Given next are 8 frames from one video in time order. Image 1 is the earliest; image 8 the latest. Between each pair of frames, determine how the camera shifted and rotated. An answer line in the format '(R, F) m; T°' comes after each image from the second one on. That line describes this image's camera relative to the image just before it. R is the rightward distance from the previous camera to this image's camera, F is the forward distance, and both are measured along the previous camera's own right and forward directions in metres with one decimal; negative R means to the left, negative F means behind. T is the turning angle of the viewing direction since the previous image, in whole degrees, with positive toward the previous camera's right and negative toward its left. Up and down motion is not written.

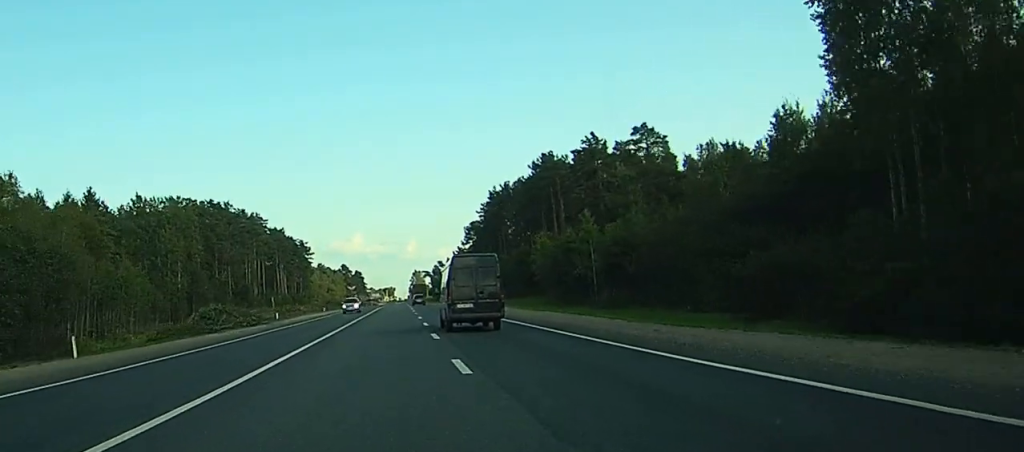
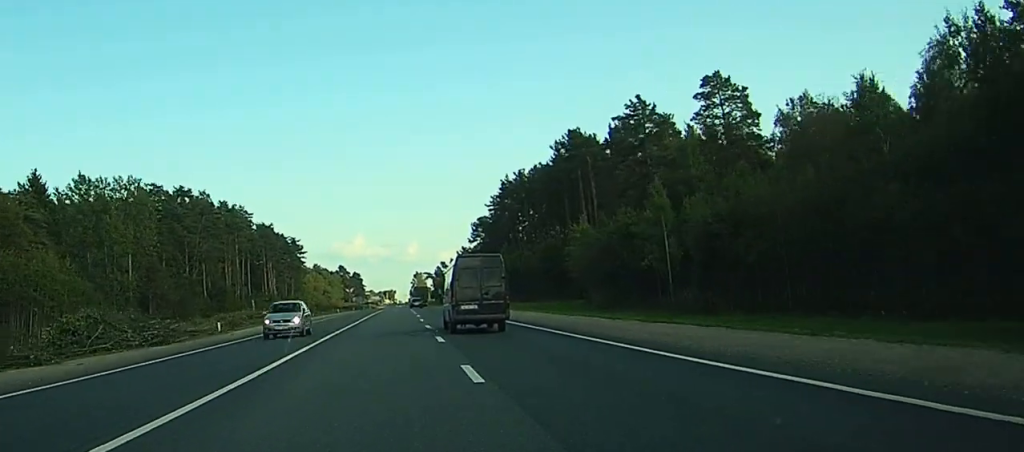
(0.0, +25.5) m; 0°
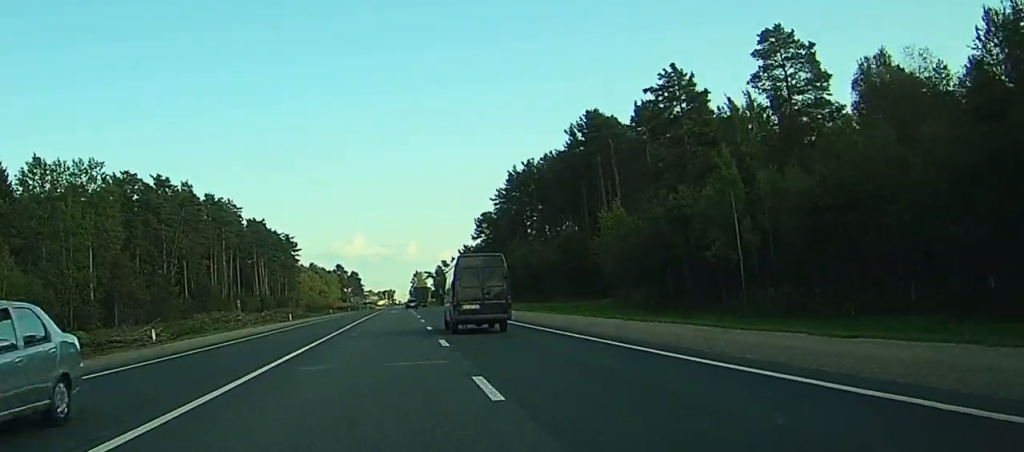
(0.0, +14.4) m; 0°
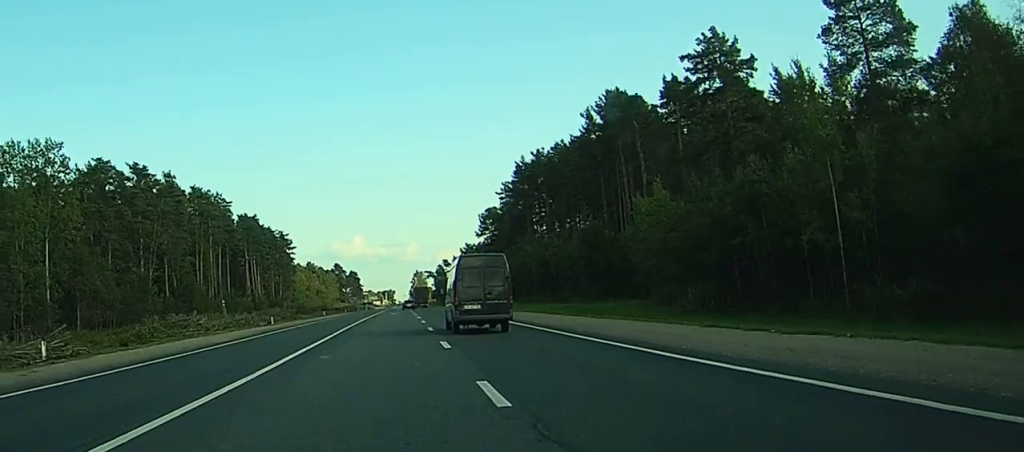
(0.0, +12.6) m; 0°
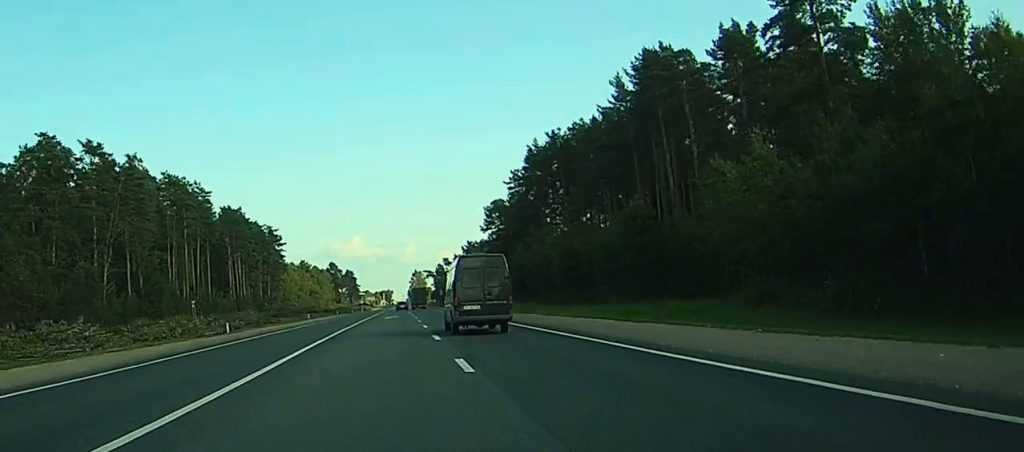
(0.0, +19.2) m; 0°
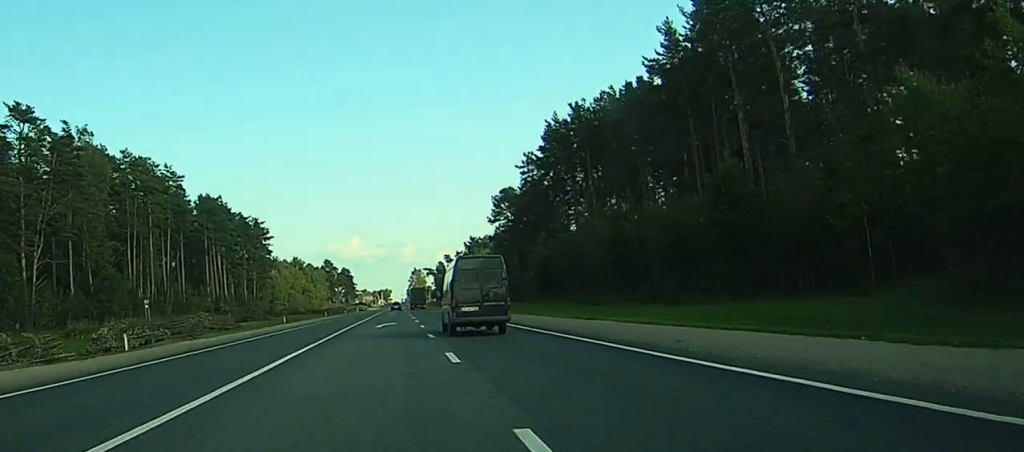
(0.0, +21.4) m; 0°
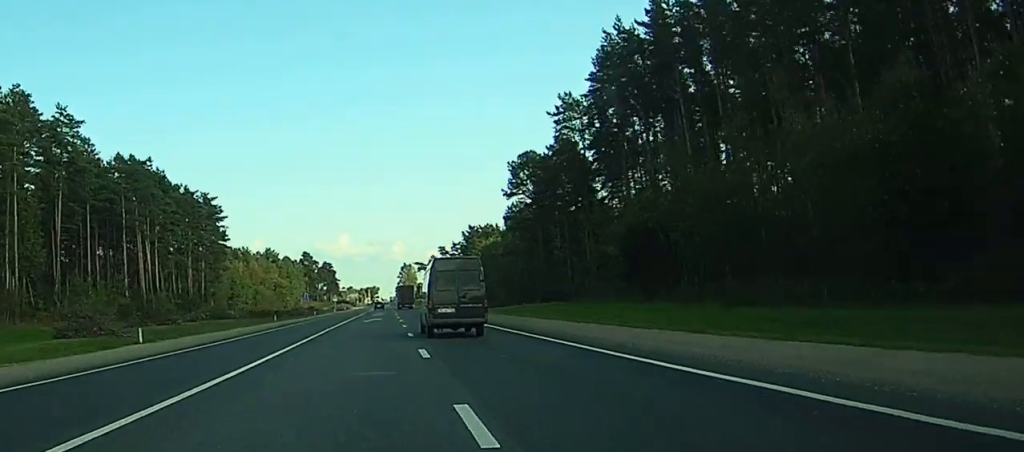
(0.0, +45.5) m; +1°
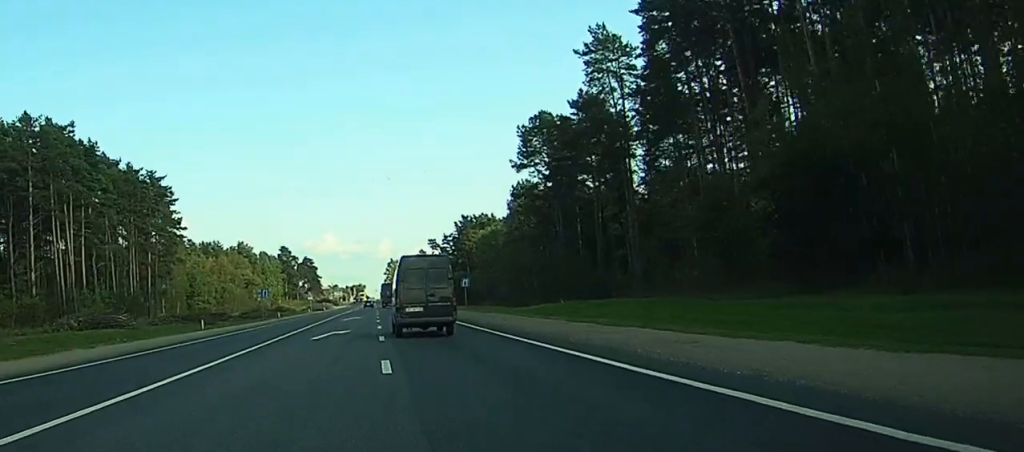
(+0.3, +28.0) m; +1°
